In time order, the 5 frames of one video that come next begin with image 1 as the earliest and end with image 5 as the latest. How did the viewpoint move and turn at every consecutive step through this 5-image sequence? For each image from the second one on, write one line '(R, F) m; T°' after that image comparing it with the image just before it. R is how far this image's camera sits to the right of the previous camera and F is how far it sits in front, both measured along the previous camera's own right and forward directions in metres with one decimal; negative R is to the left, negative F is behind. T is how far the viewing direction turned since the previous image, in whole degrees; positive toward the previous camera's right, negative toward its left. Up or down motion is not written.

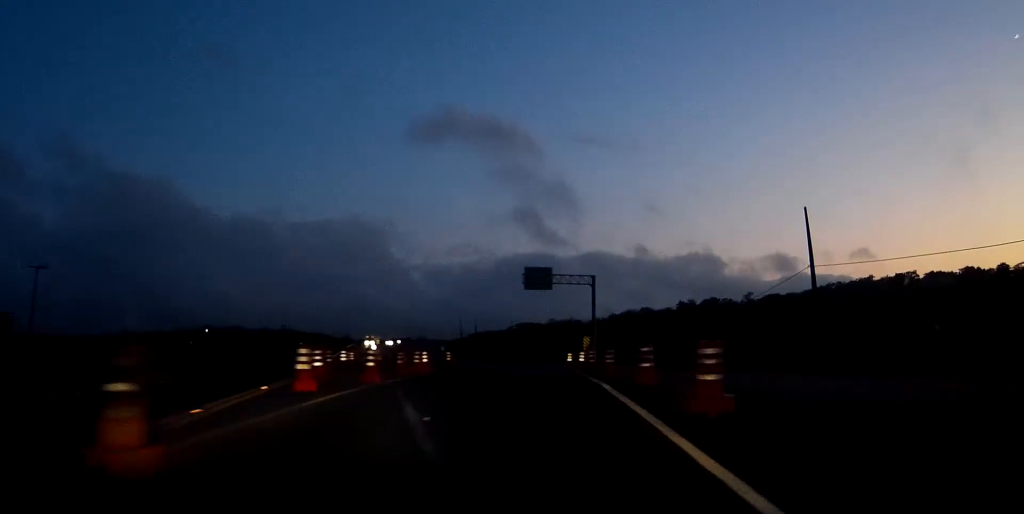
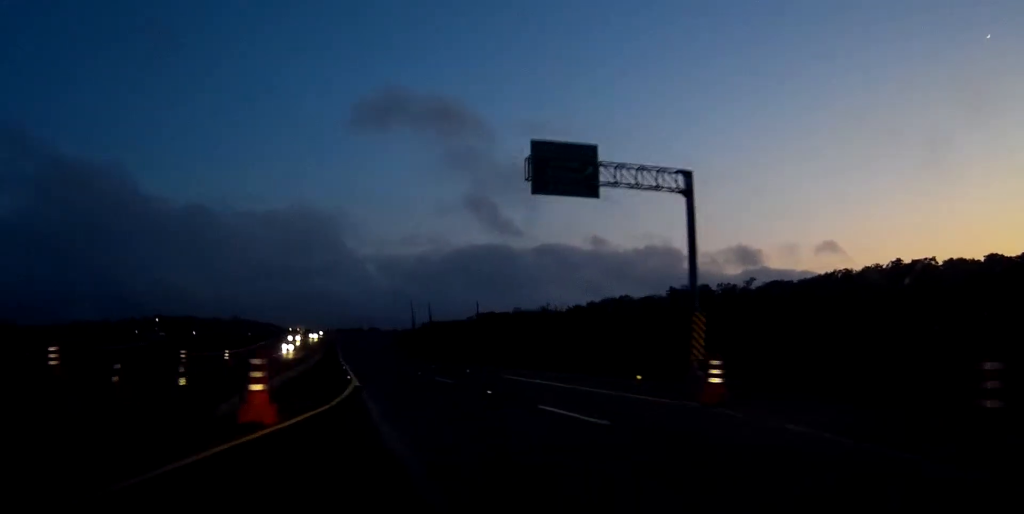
(+1.6, +39.5) m; 0°
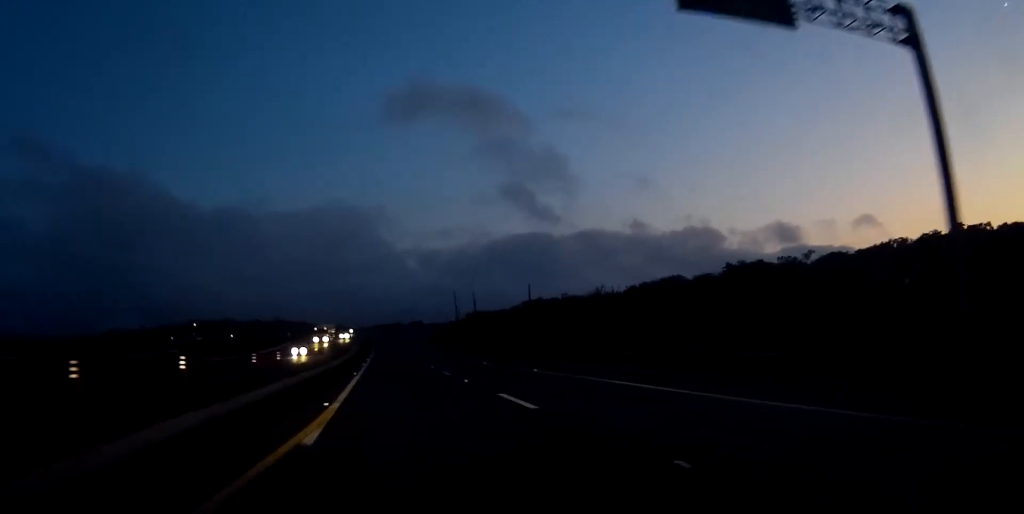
(-0.3, +14.4) m; -3°
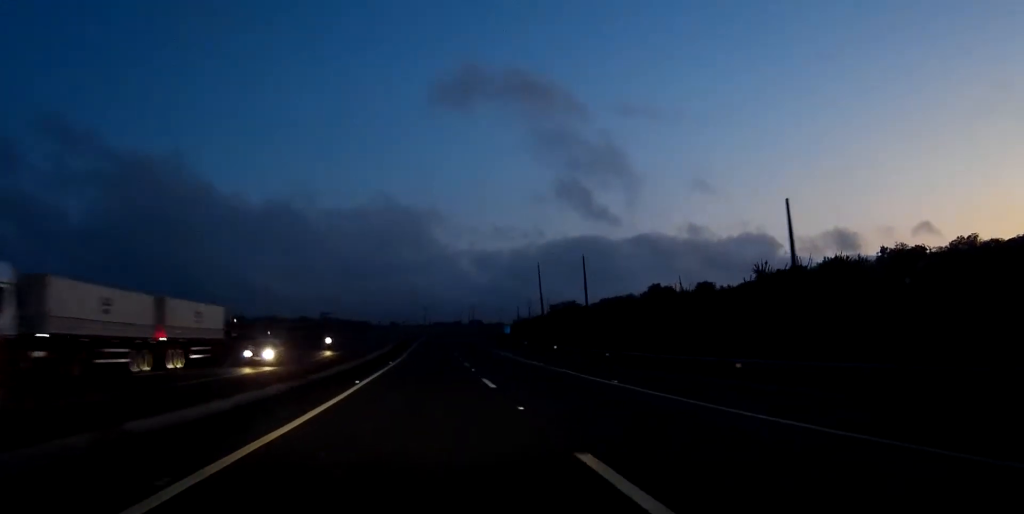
(-3.0, +56.8) m; -3°
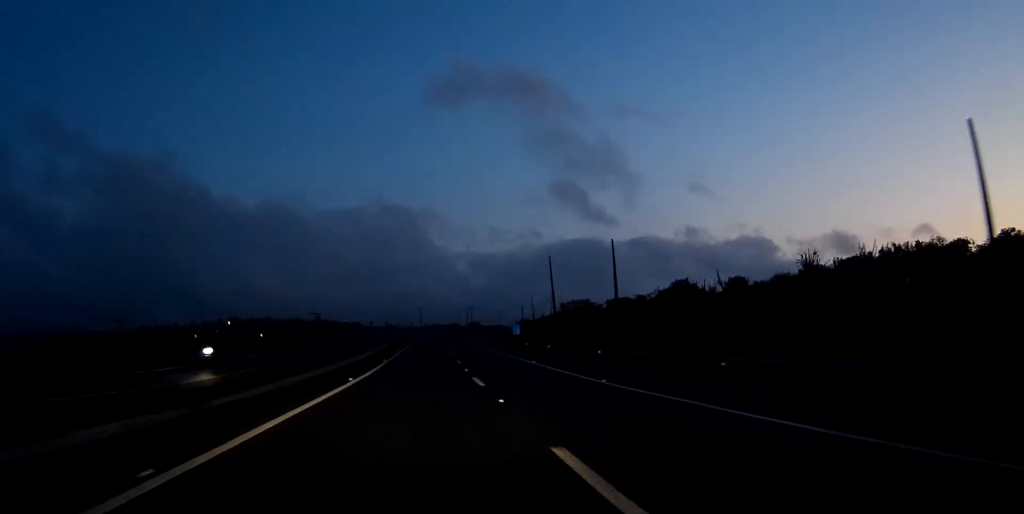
(+0.1, +15.6) m; 0°
